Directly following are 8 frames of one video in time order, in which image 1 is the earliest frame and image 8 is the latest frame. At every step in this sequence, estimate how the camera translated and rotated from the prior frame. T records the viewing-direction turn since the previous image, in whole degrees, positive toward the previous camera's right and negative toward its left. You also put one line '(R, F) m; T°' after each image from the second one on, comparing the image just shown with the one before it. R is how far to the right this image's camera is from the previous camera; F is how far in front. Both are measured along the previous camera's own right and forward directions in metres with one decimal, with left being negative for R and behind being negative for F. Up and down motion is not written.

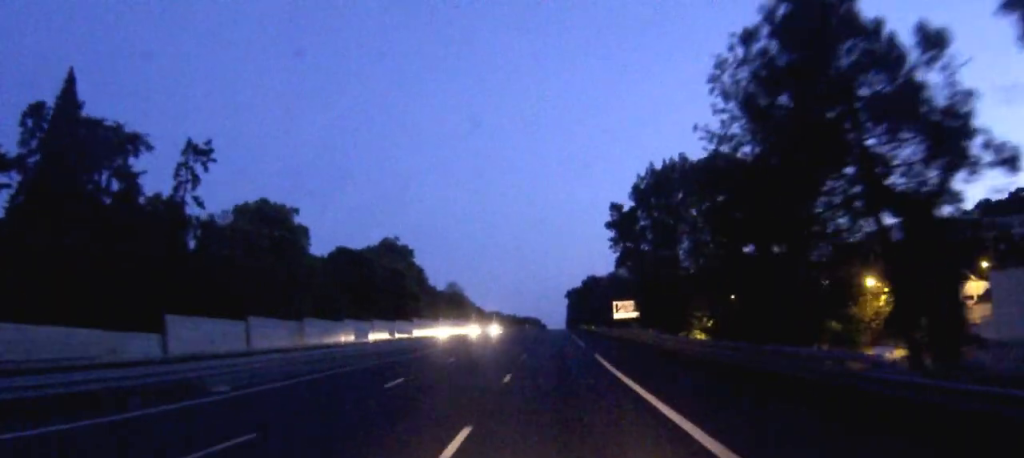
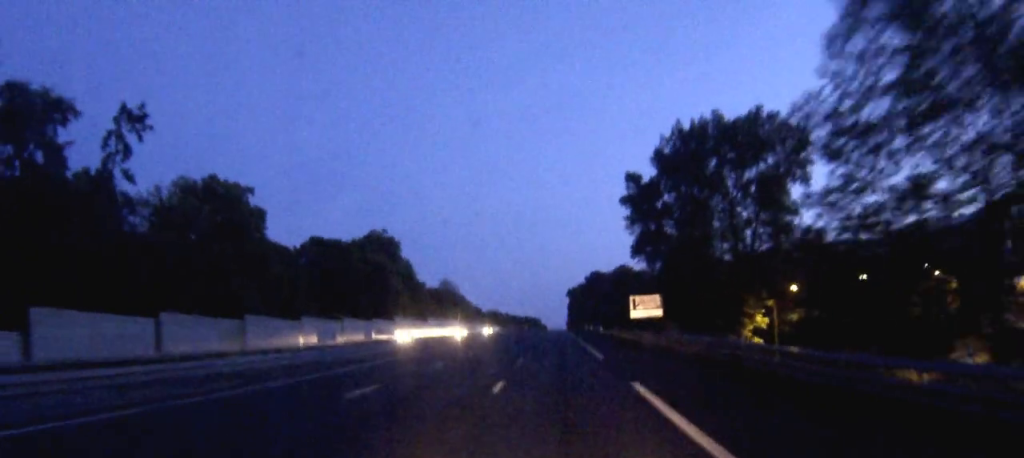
(+0.1, +17.1) m; 0°
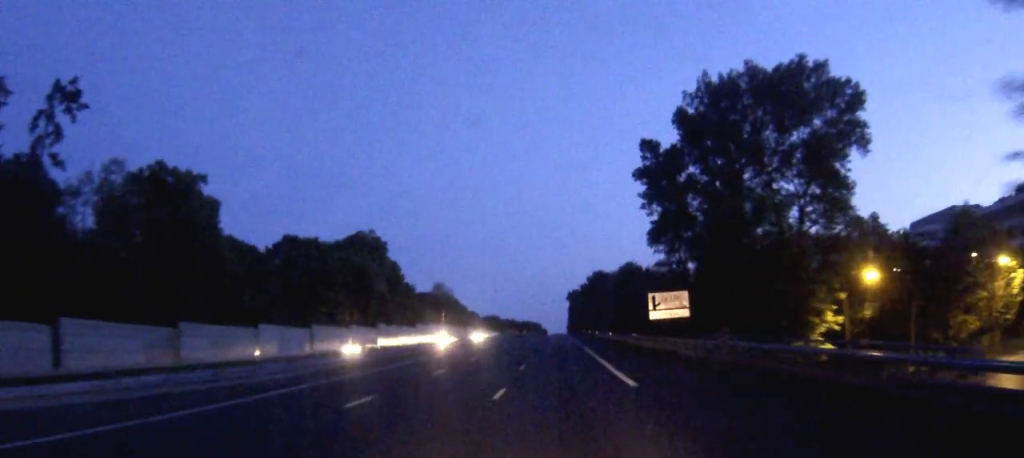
(0.0, +12.9) m; 0°
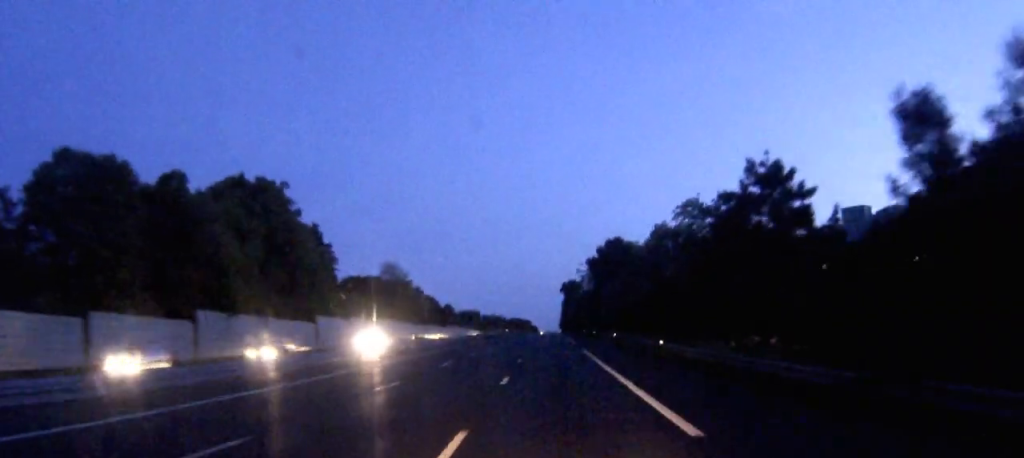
(-0.1, +60.3) m; 0°
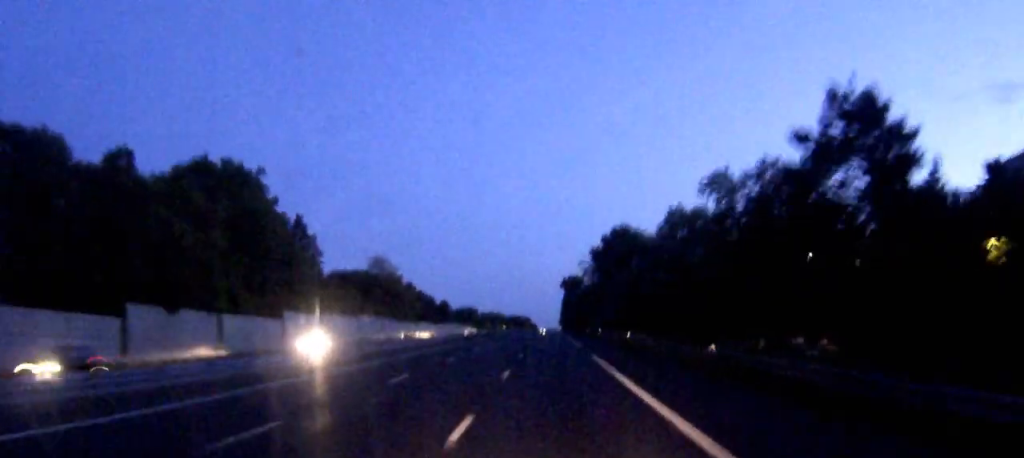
(0.0, +11.3) m; 0°
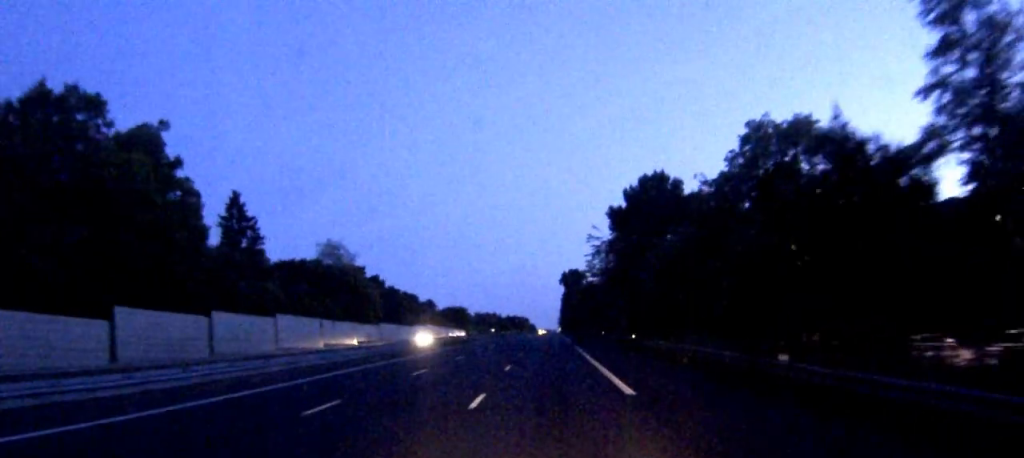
(0.0, +33.5) m; 0°
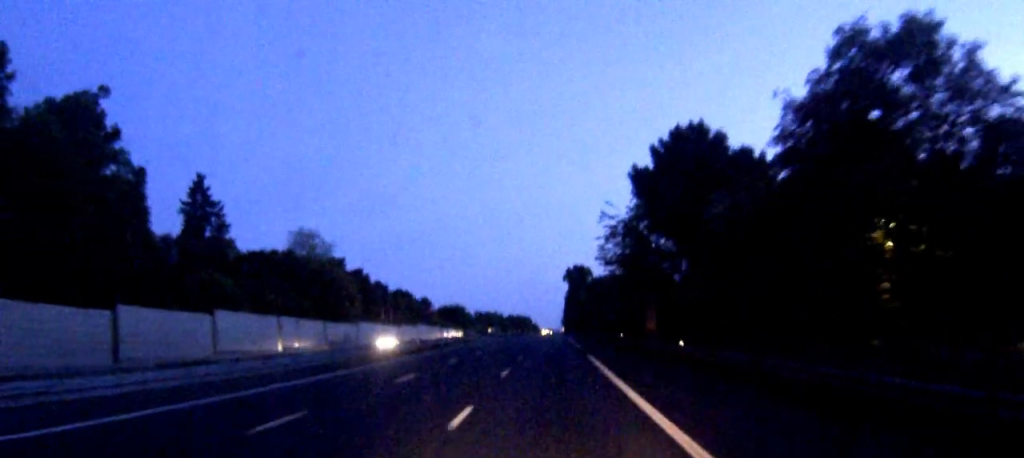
(0.0, +15.8) m; 0°
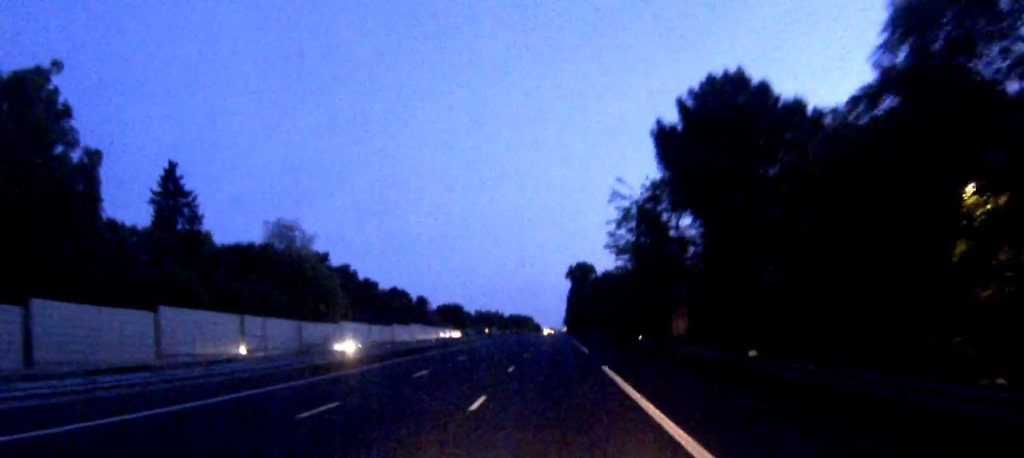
(0.0, +10.3) m; 0°
